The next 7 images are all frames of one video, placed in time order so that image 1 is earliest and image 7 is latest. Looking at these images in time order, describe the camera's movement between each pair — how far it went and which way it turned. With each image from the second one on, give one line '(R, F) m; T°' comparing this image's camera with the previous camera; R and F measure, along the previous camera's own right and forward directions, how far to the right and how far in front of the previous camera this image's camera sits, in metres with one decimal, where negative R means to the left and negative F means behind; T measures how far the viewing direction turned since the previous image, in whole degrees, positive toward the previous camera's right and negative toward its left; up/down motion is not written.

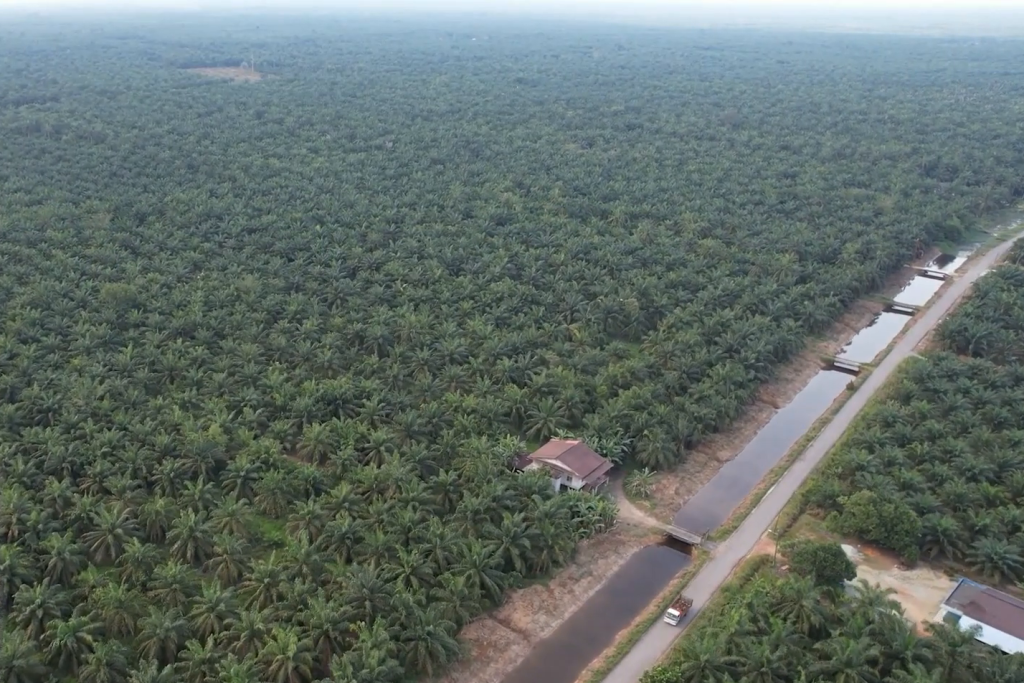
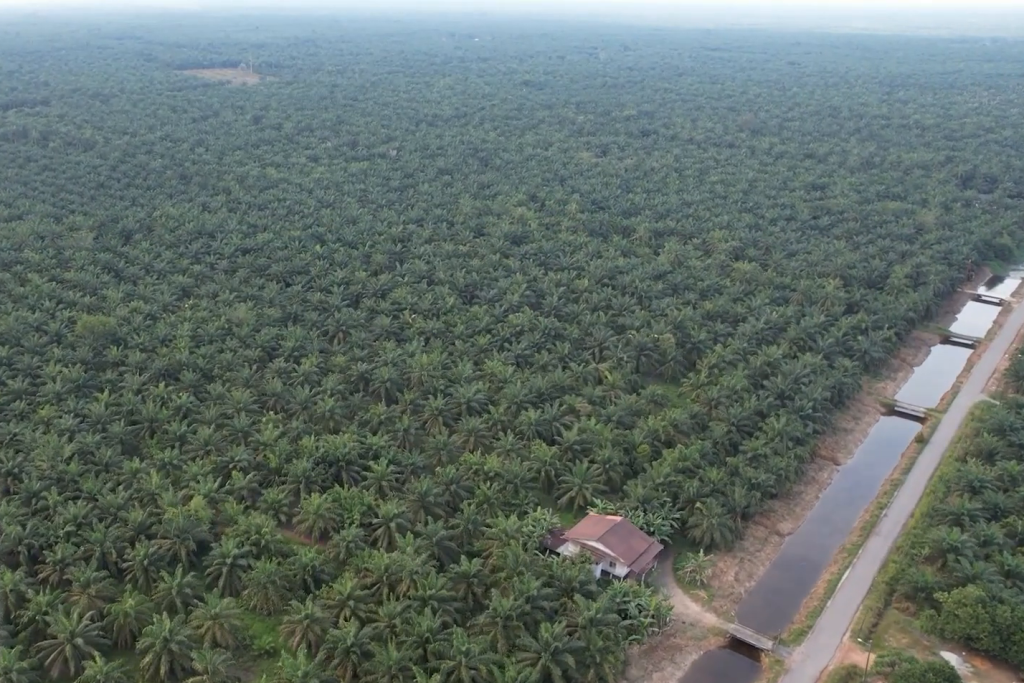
(0.0, +28.3) m; 0°
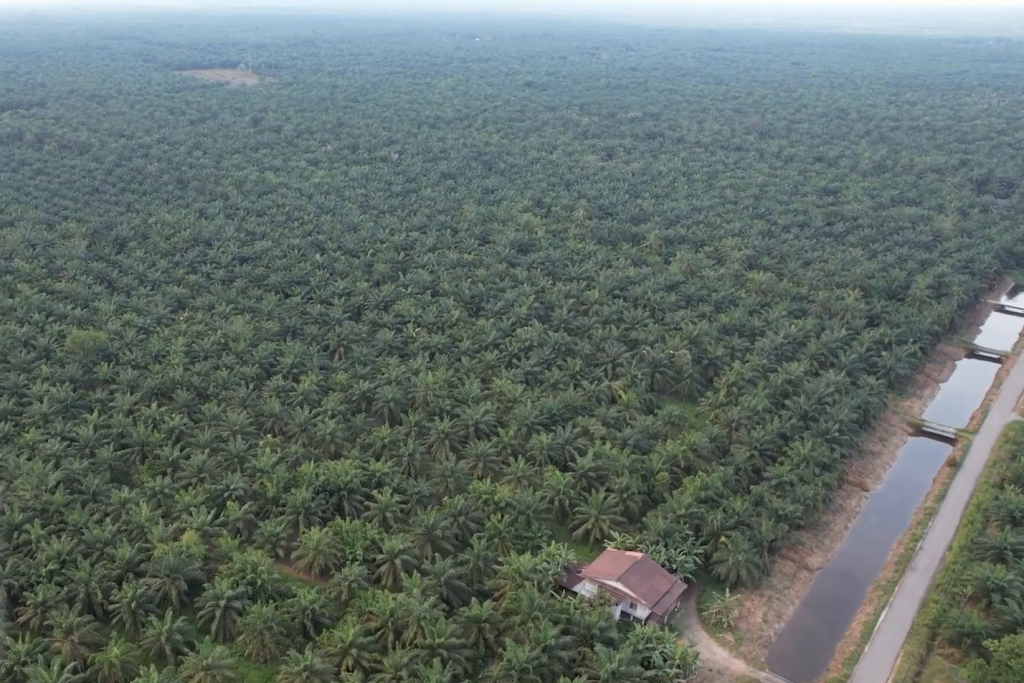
(0.0, +10.6) m; 0°
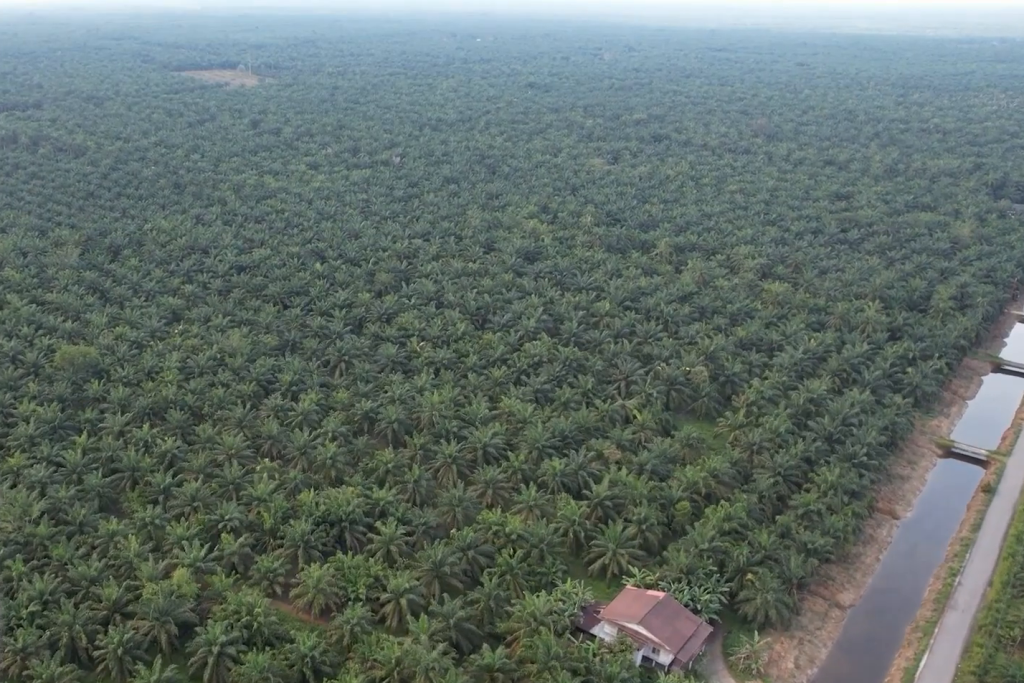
(0.0, +10.7) m; 0°
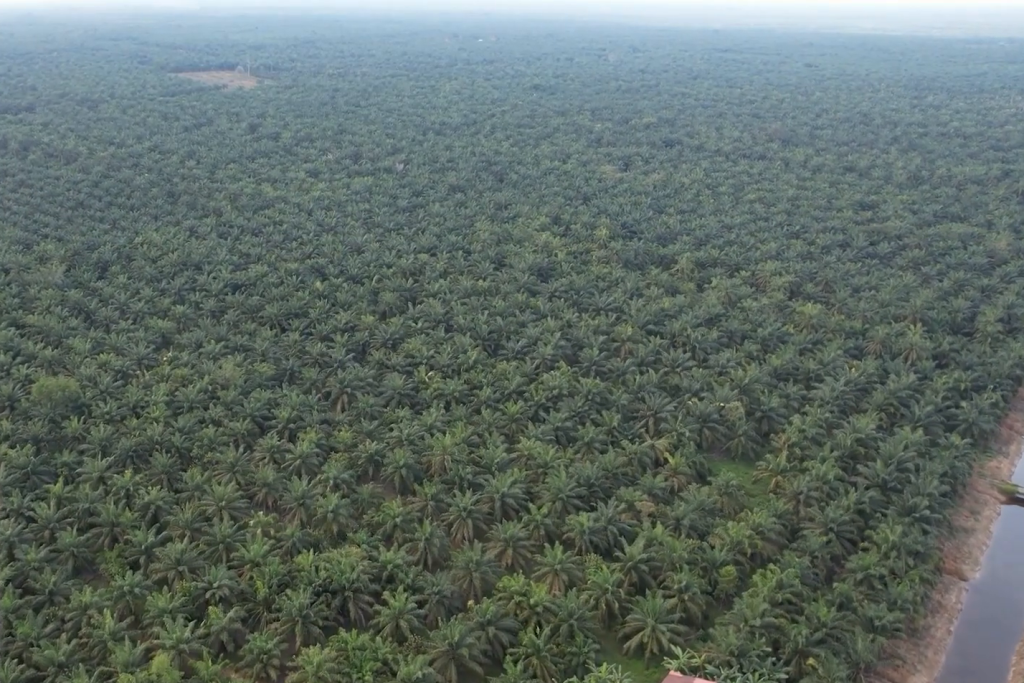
(0.0, +19.7) m; 0°
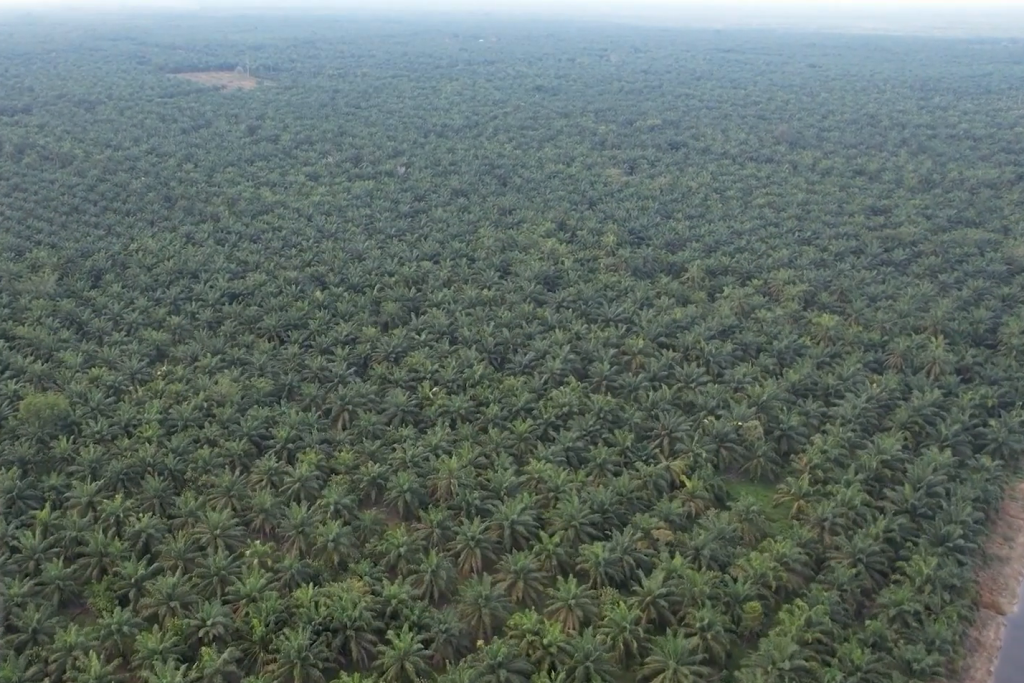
(0.0, +9.0) m; 0°
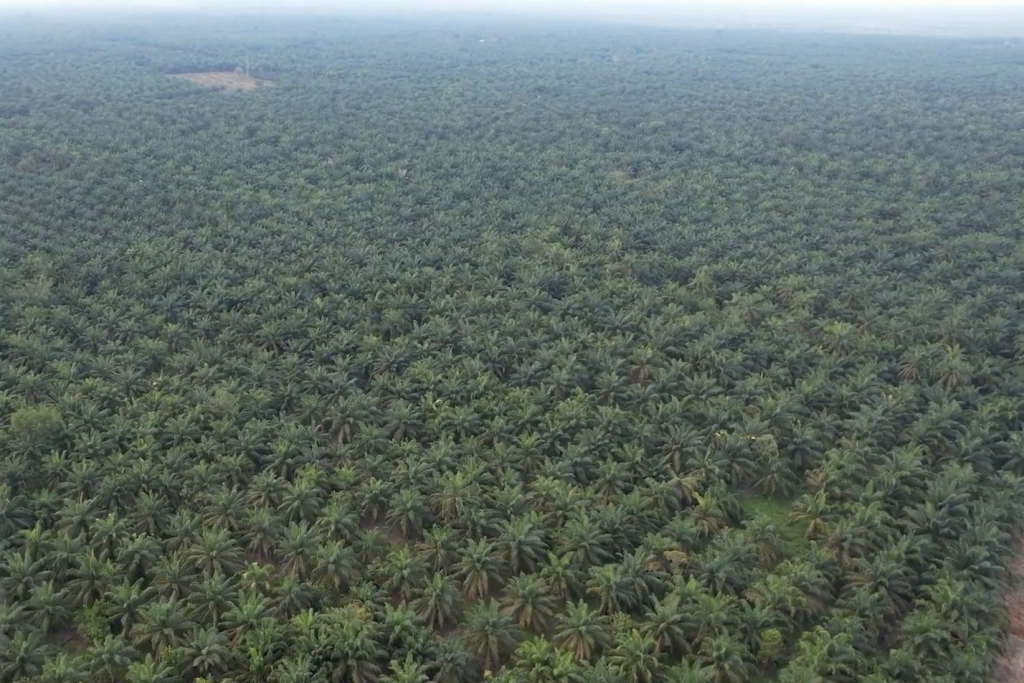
(0.0, +6.0) m; 0°
